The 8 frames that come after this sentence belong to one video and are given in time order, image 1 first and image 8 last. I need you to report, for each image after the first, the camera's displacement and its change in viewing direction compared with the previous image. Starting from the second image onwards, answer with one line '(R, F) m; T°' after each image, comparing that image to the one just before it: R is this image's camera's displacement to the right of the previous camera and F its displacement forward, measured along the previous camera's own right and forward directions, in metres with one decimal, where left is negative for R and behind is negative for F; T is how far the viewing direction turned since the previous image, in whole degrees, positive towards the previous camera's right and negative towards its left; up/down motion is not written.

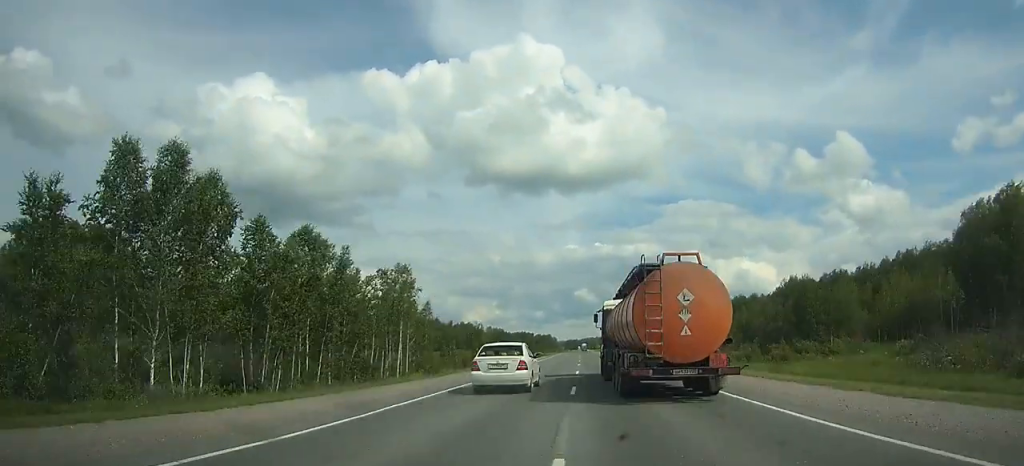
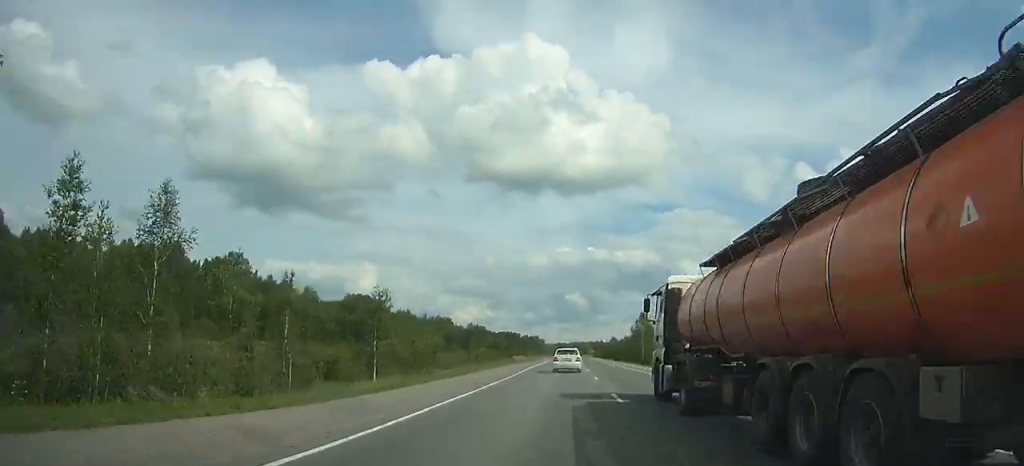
(-0.4, +49.7) m; 0°
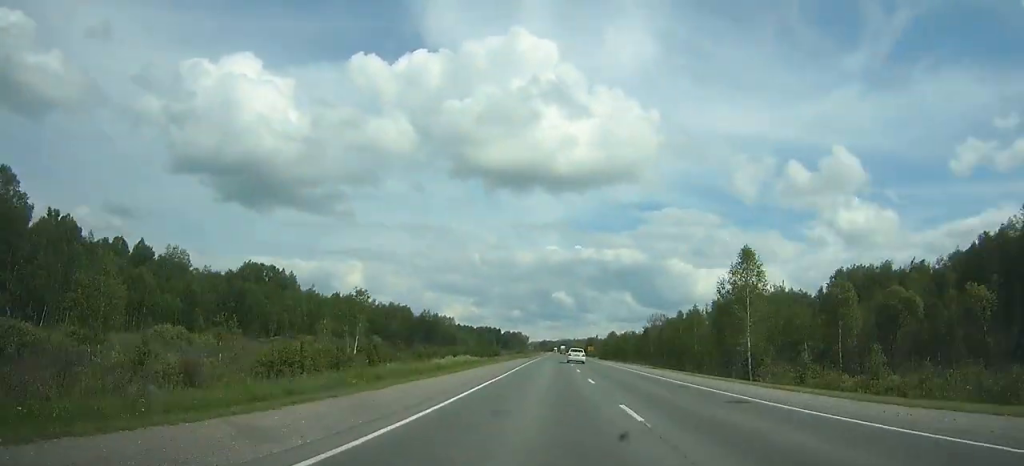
(+0.9, +78.6) m; +1°
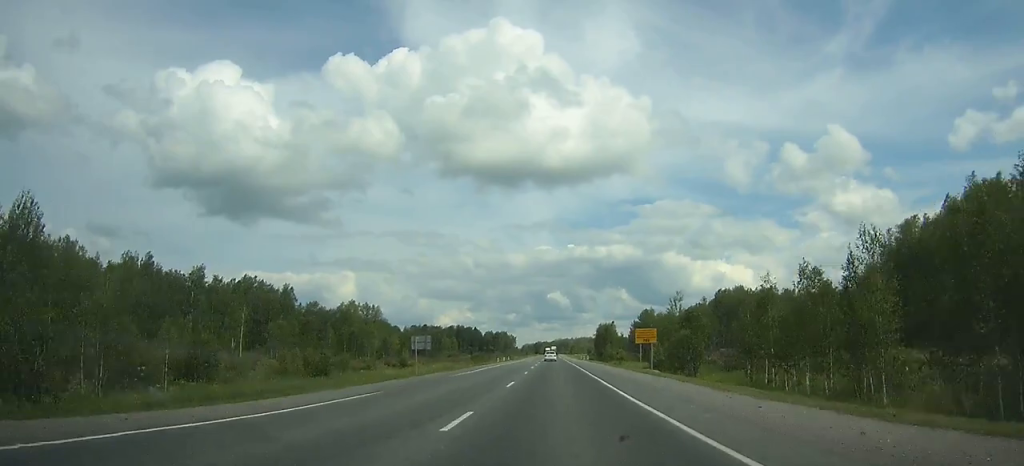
(+0.3, +134.8) m; 0°
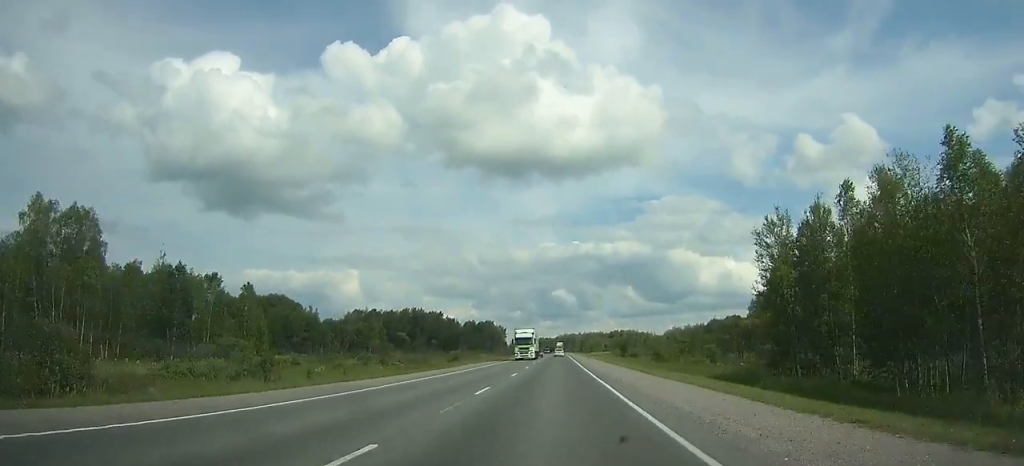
(-0.7, +146.1) m; 0°
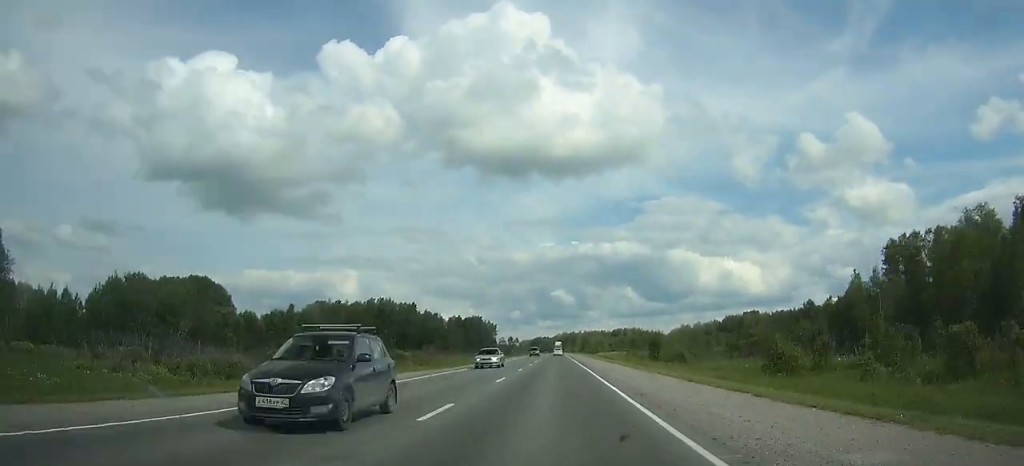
(0.0, +52.3) m; 0°
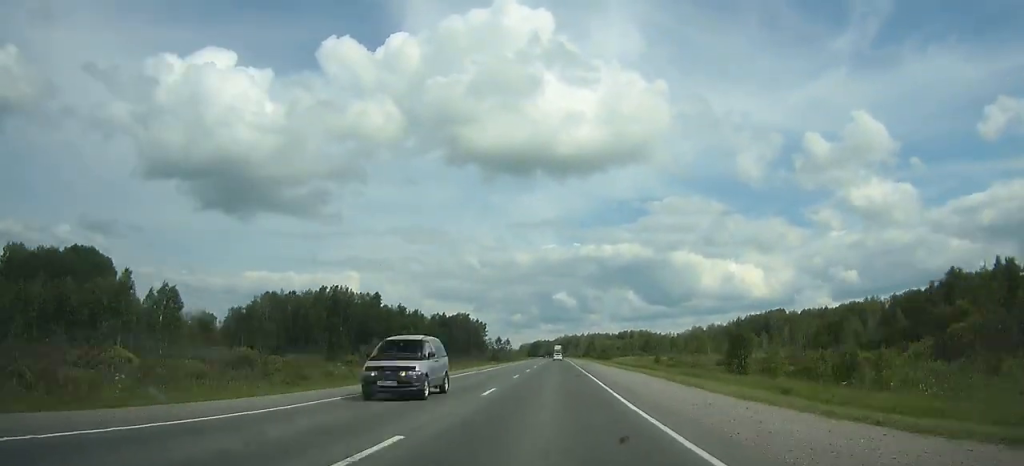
(0.0, +54.0) m; 0°
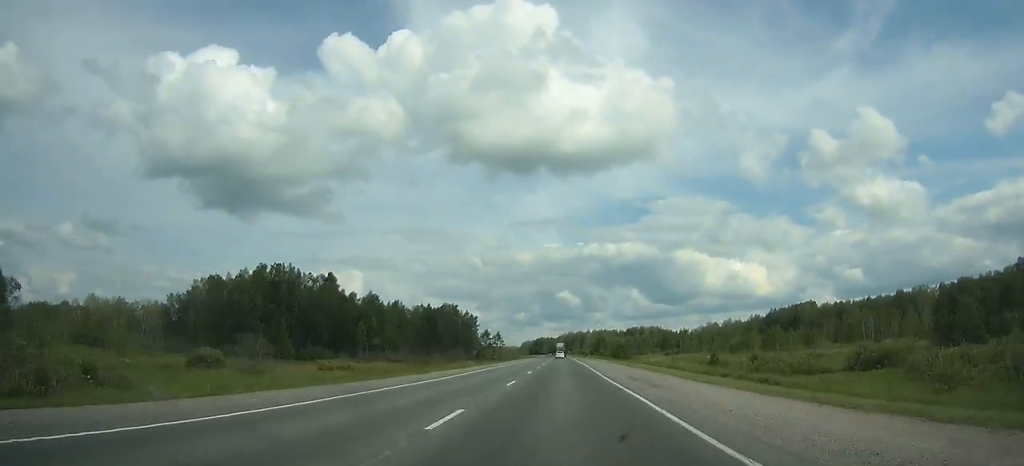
(0.0, +46.2) m; 0°
